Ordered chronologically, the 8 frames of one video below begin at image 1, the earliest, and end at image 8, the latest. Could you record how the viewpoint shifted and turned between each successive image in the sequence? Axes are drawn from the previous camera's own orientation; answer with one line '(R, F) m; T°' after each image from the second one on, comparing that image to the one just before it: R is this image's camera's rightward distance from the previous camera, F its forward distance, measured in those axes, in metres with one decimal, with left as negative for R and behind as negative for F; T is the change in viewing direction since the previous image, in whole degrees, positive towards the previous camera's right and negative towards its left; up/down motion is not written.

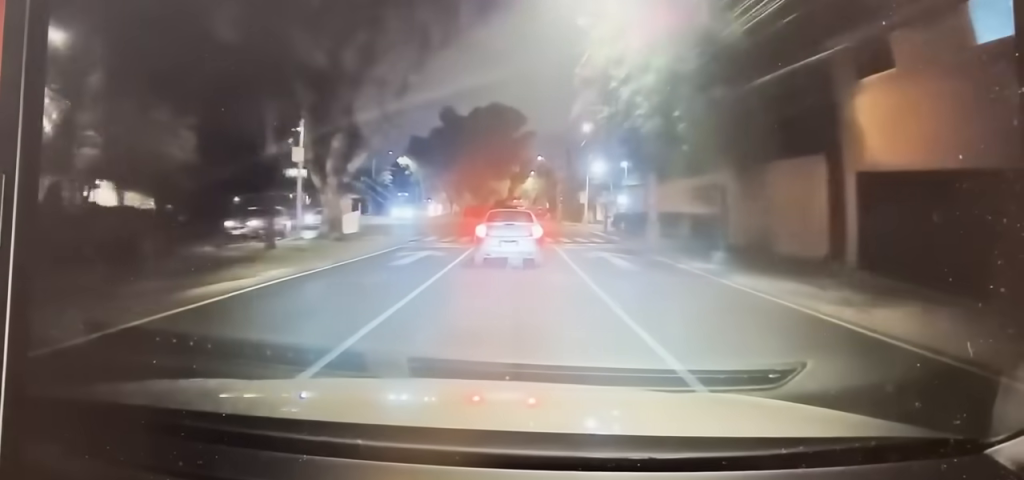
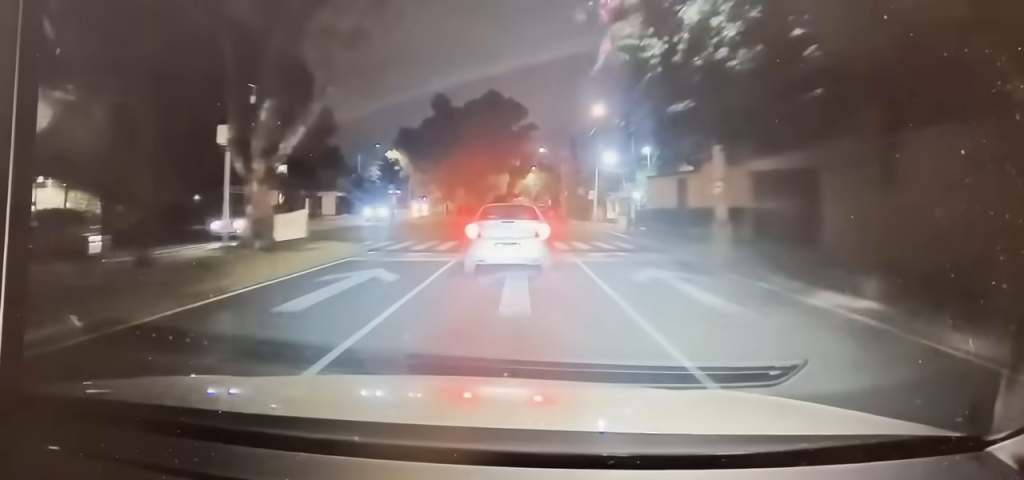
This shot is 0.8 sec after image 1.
(+0.1, +9.1) m; 0°
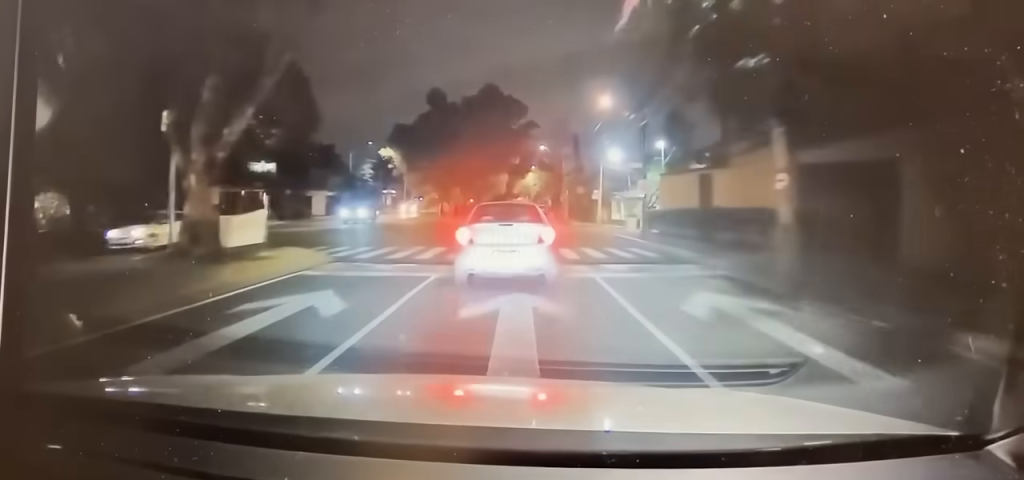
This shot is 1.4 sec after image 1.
(0.0, +5.5) m; 0°
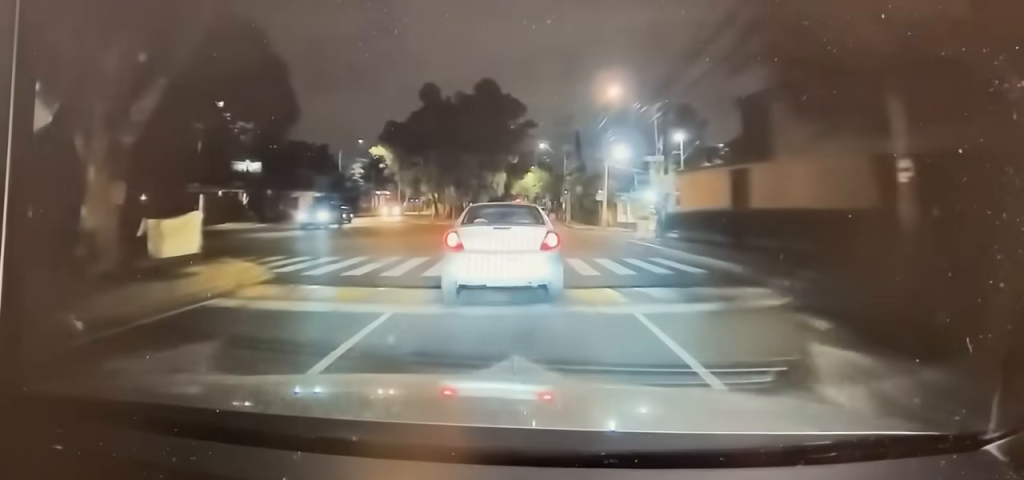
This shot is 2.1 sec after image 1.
(0.0, +6.7) m; 0°
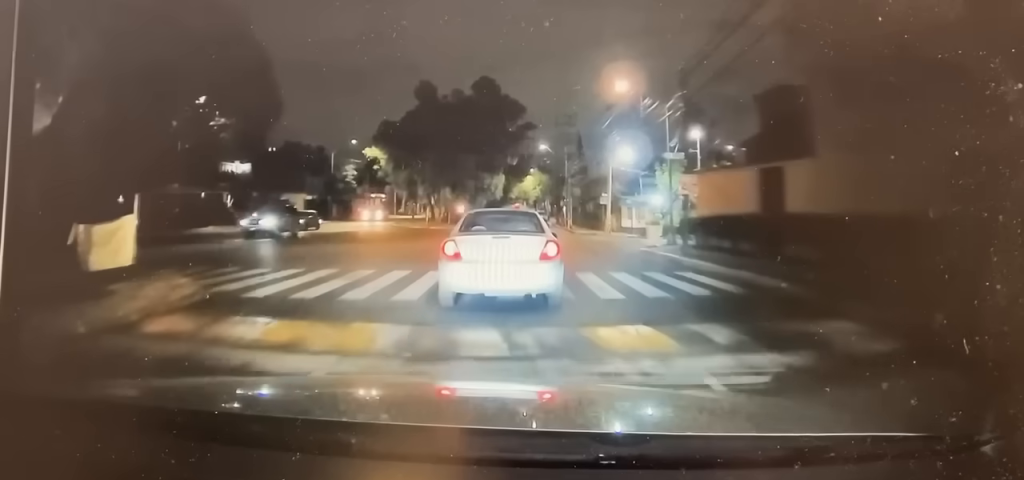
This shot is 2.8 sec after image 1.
(0.0, +5.1) m; 0°
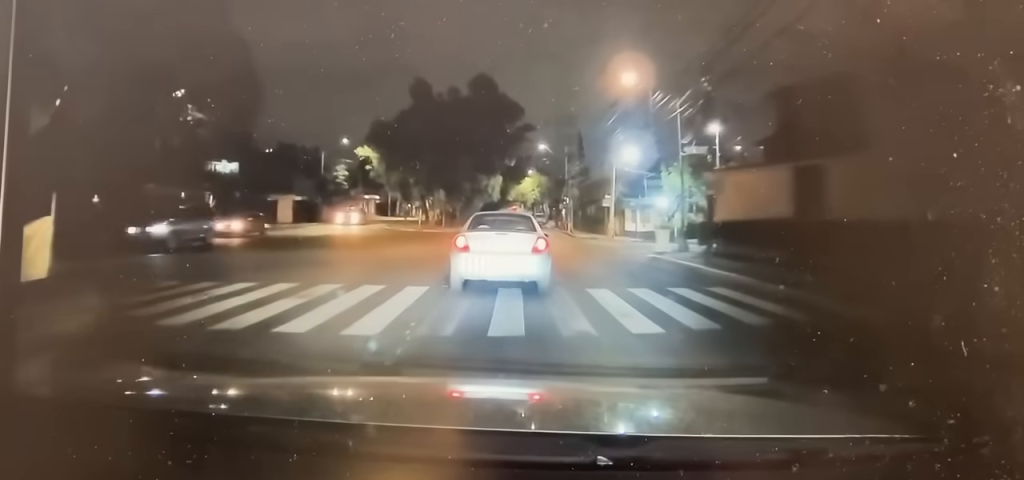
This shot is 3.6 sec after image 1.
(0.0, +4.7) m; +1°
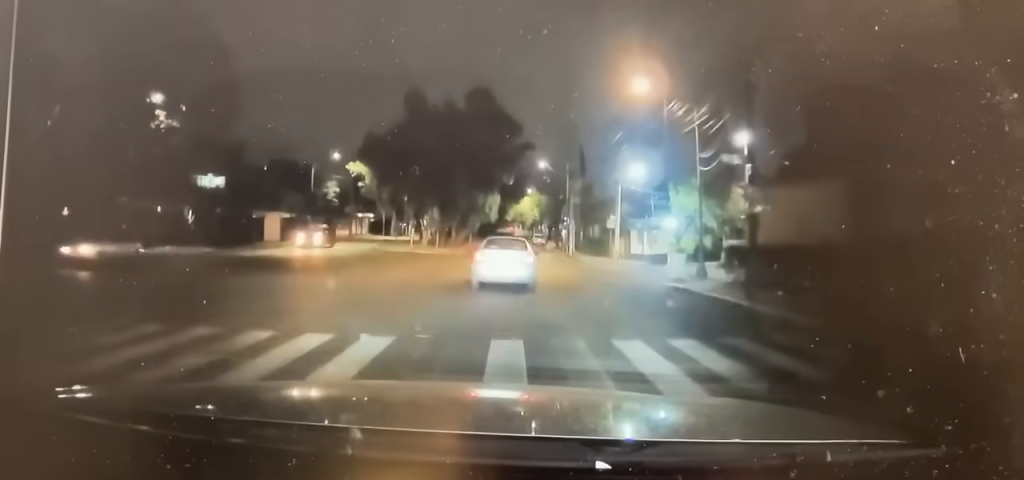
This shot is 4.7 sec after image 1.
(+0.1, +4.6) m; +4°
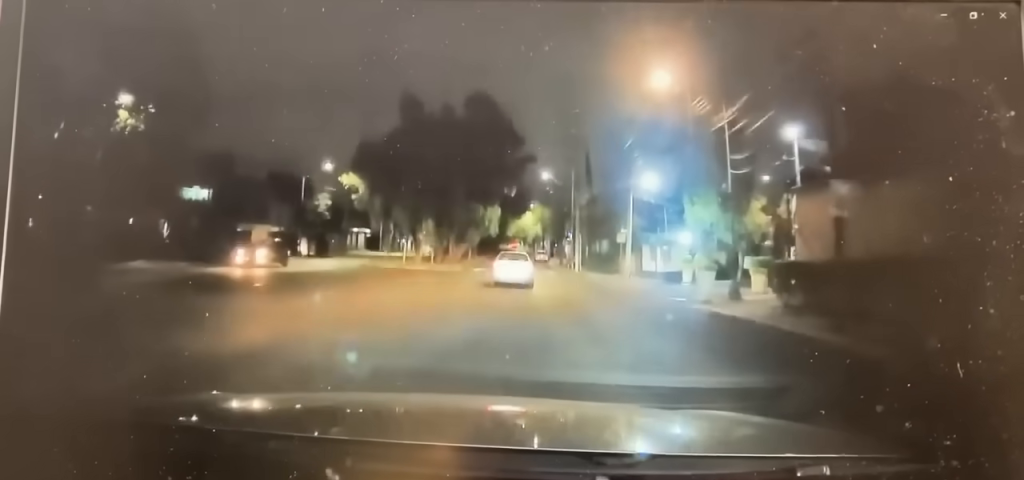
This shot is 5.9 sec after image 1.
(+0.2, +4.0) m; -1°
